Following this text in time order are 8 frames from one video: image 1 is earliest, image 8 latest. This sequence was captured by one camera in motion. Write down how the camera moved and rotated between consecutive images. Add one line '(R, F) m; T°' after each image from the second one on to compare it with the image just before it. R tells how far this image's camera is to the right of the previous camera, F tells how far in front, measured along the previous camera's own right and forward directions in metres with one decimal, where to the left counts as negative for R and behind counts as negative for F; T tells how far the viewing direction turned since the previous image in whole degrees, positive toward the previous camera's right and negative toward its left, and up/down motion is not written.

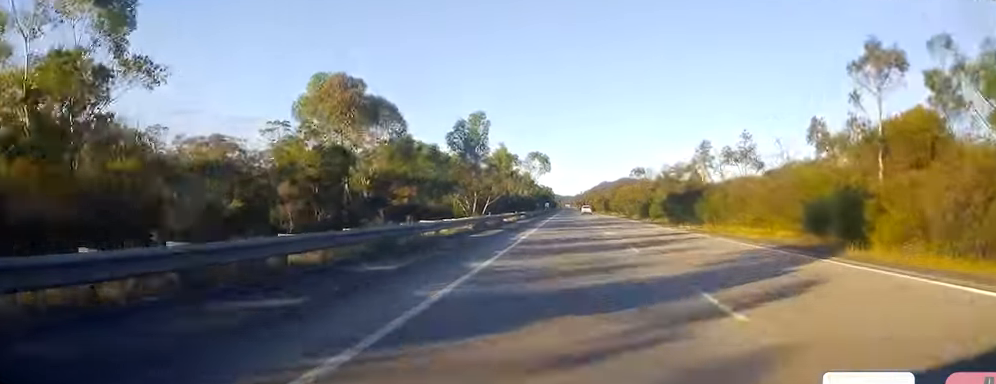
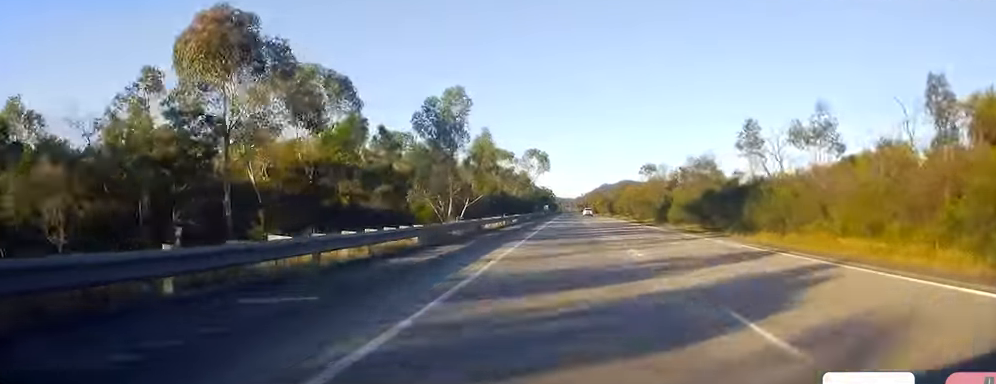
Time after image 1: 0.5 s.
(-0.1, +14.2) m; 0°
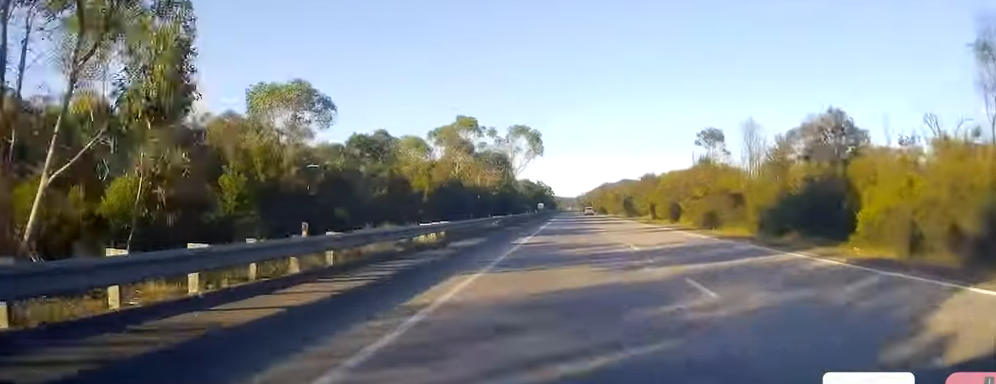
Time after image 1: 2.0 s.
(-0.2, +43.6) m; -1°
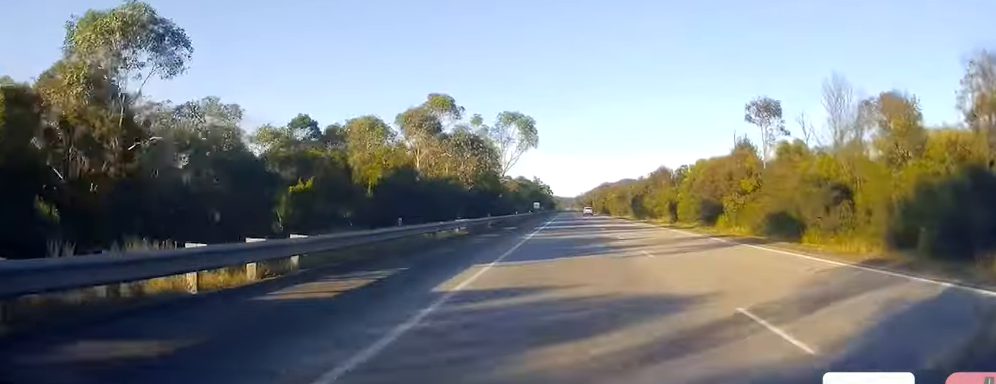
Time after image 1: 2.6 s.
(-0.3, +16.2) m; 0°
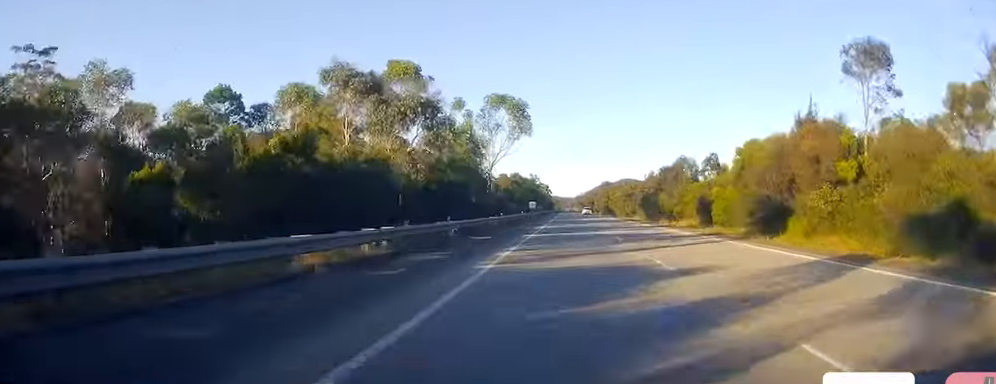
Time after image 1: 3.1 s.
(0.0, +15.3) m; 0°
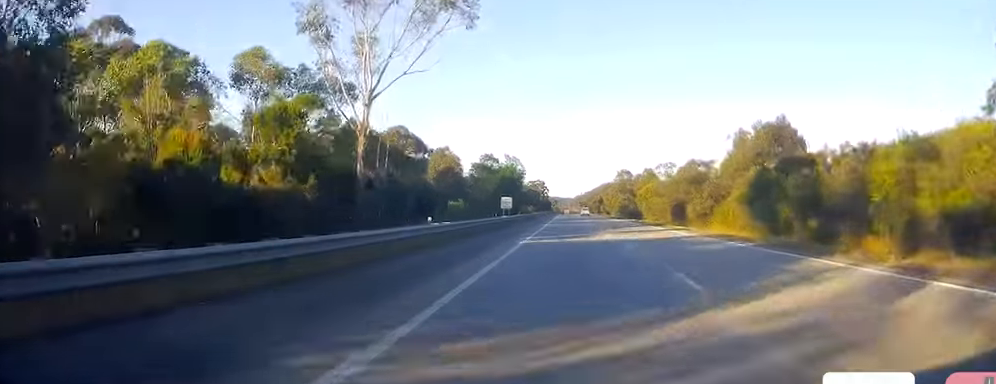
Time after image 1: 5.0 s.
(+0.6, +52.4) m; 0°
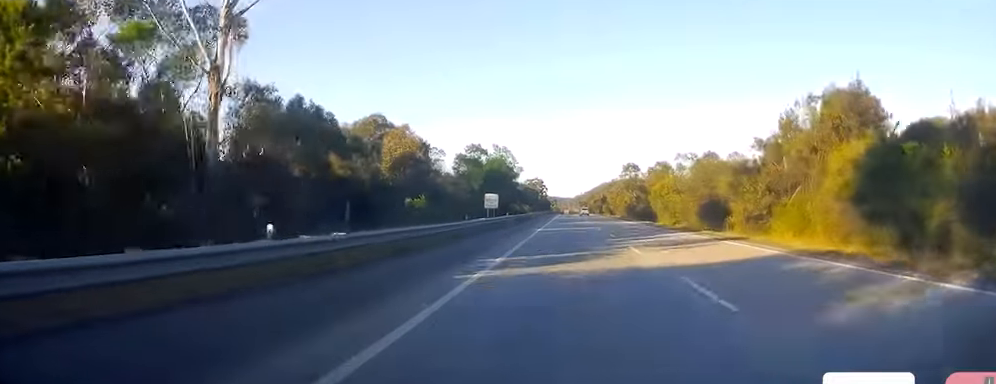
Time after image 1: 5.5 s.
(0.0, +14.2) m; 0°
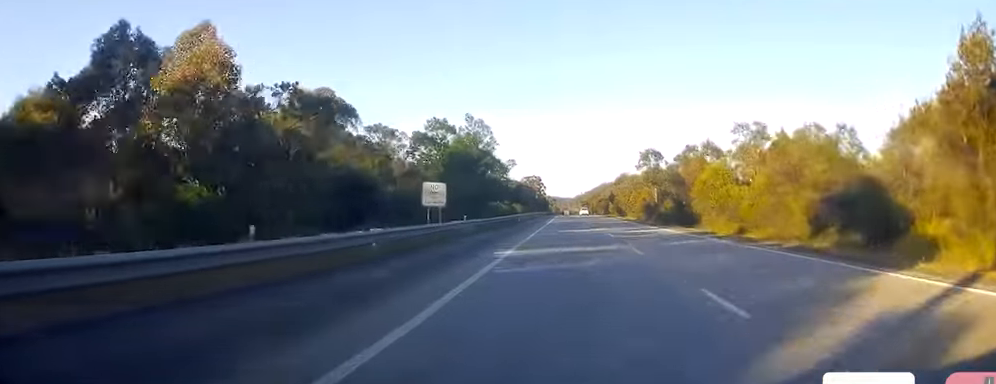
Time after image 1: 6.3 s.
(-0.2, +24.7) m; 0°
